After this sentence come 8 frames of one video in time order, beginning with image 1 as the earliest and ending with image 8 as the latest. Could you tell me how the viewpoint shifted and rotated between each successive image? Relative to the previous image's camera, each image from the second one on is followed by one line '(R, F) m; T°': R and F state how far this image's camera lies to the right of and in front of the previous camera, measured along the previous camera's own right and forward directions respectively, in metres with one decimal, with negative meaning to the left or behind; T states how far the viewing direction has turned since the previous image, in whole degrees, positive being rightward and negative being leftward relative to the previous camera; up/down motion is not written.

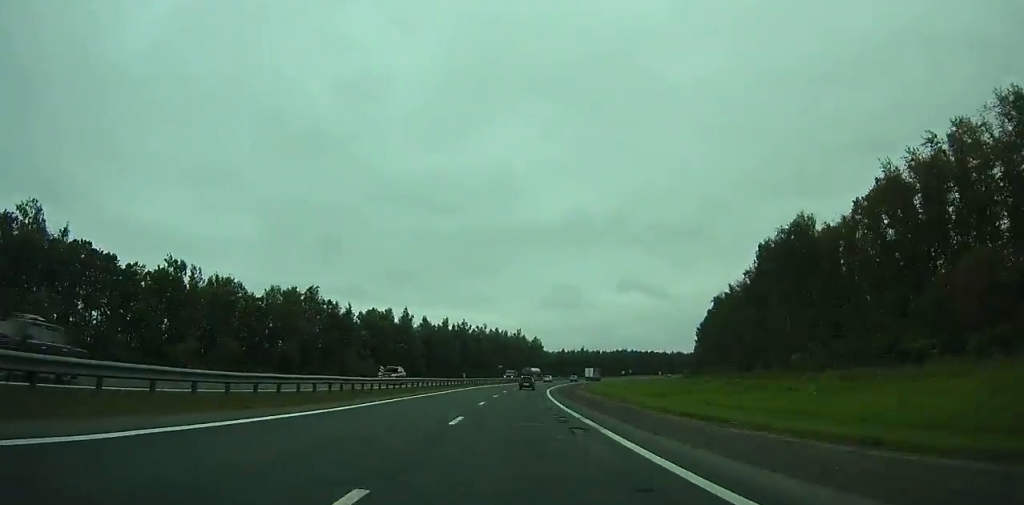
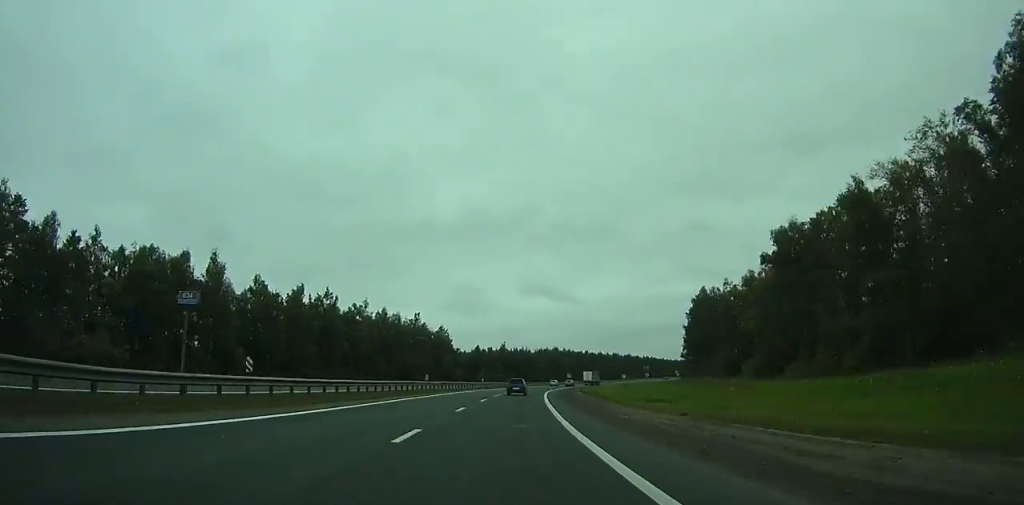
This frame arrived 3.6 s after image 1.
(+5.2, +88.4) m; +8°
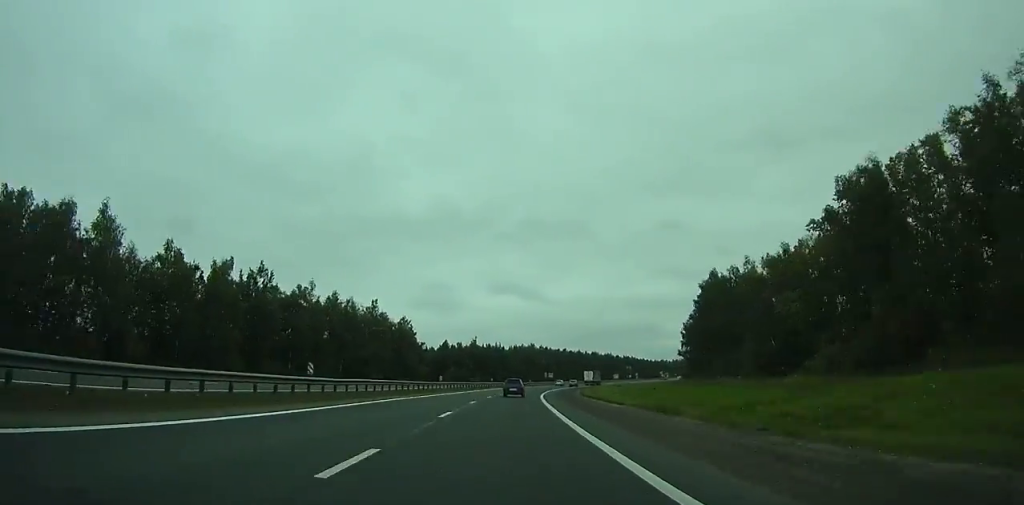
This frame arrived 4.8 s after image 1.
(+1.5, +29.5) m; +3°
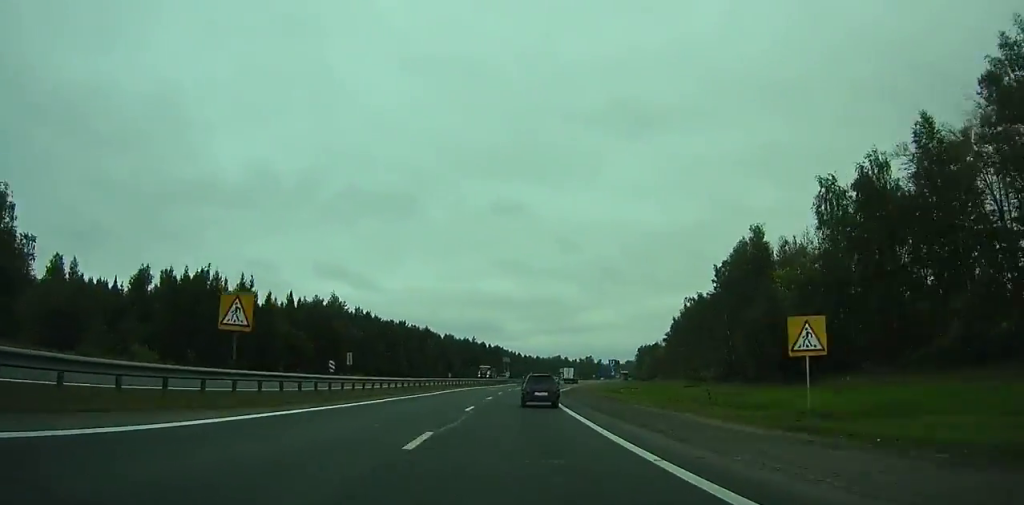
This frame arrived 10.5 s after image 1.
(+17.7, +140.4) m; +14°
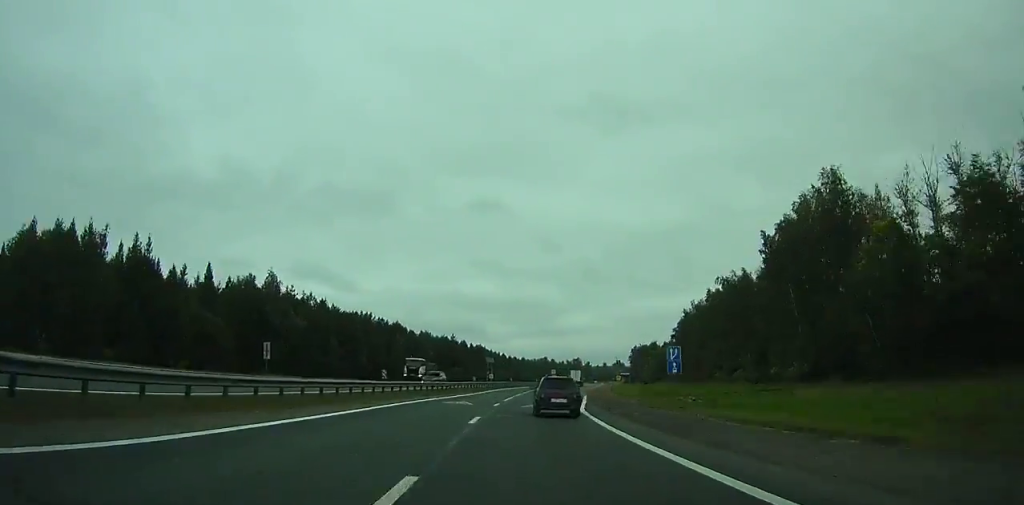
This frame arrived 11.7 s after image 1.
(+1.0, +30.6) m; +3°
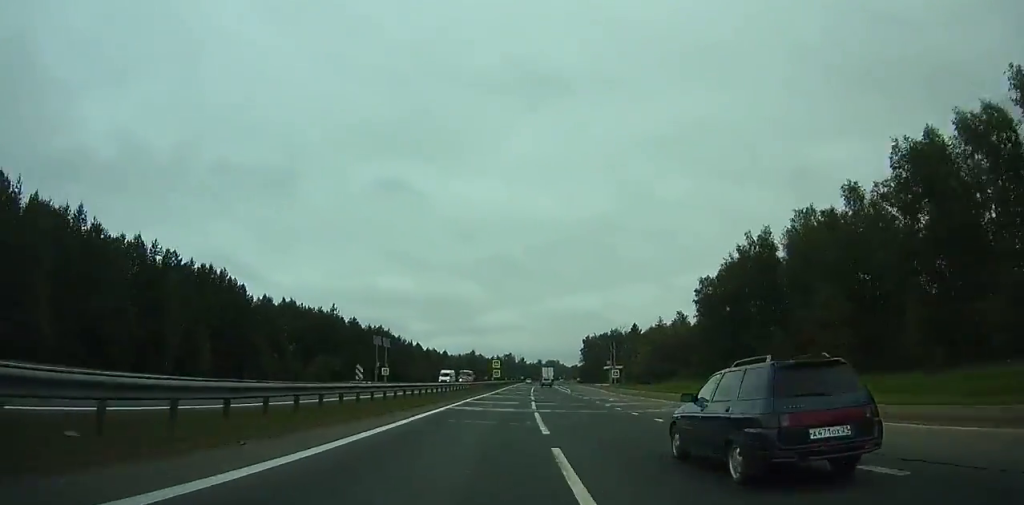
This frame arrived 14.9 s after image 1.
(+5.2, +82.9) m; +7°
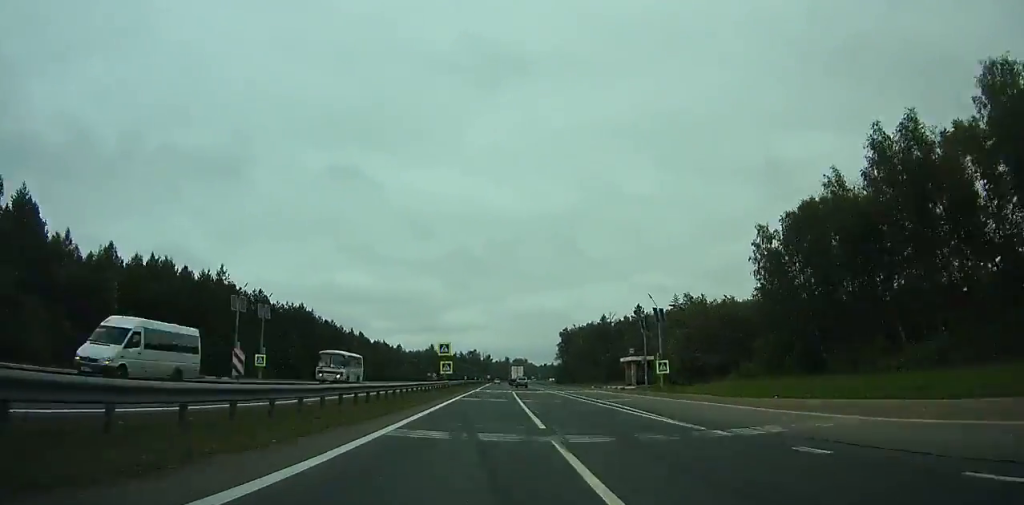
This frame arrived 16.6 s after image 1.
(+1.3, +44.6) m; +2°
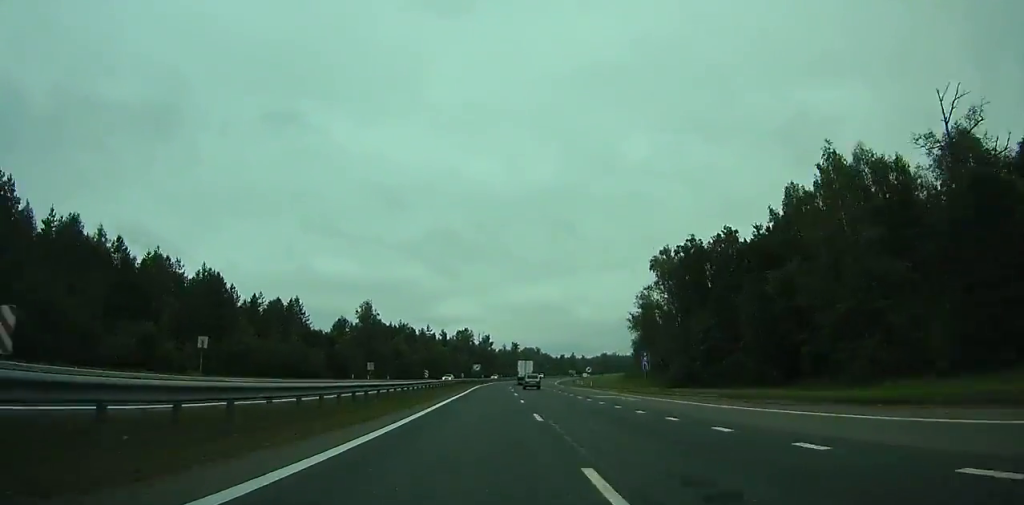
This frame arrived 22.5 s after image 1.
(+5.0, +155.7) m; +2°
